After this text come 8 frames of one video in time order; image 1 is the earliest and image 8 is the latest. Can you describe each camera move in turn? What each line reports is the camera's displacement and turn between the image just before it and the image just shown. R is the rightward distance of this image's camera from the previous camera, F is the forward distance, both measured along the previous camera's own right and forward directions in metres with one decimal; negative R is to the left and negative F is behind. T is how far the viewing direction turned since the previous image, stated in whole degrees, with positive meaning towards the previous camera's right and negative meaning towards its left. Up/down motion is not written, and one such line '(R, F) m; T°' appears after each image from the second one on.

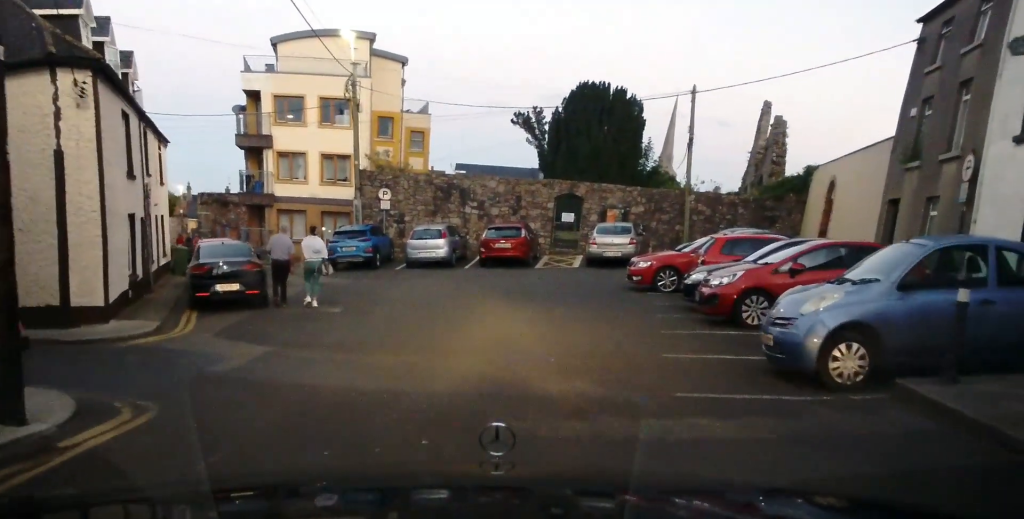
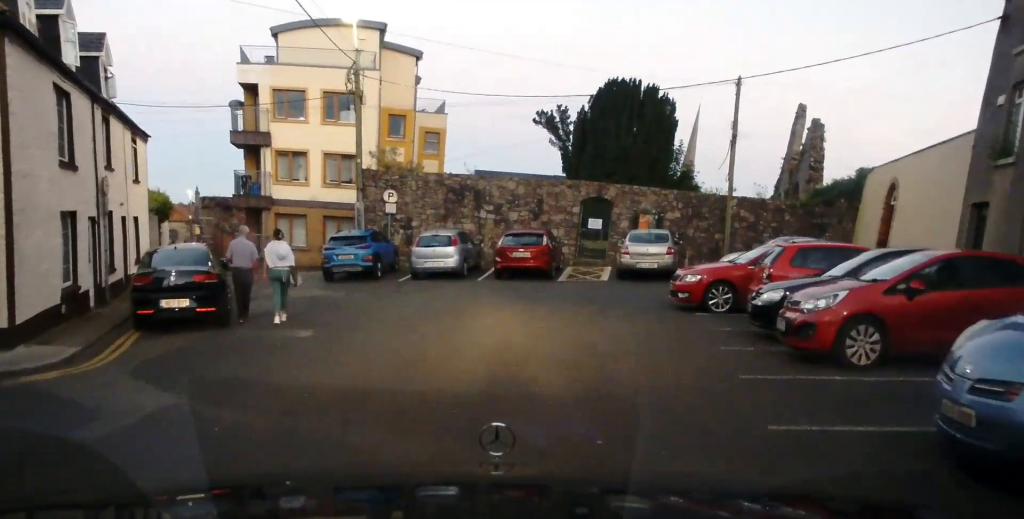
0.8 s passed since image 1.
(-0.2, +3.2) m; -10°
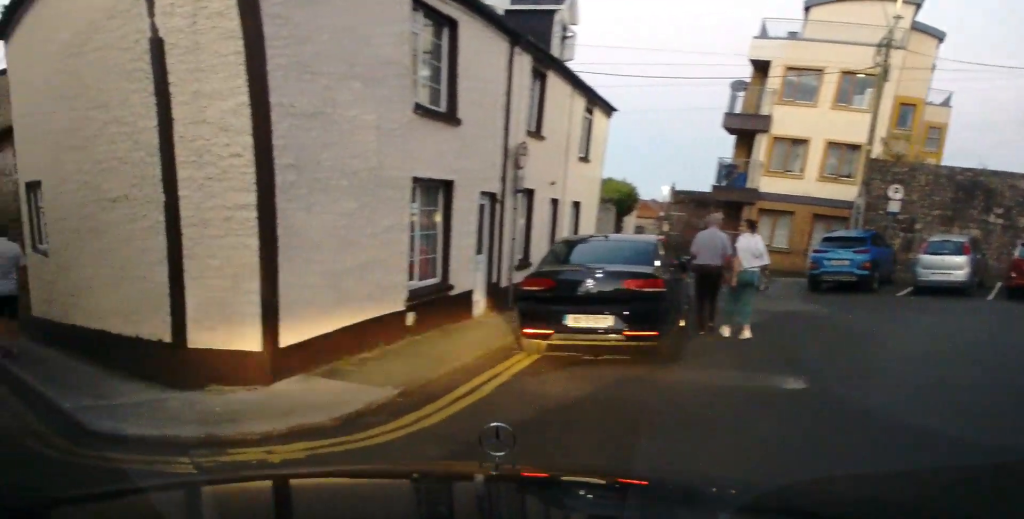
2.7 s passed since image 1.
(-1.4, +4.6) m; -41°
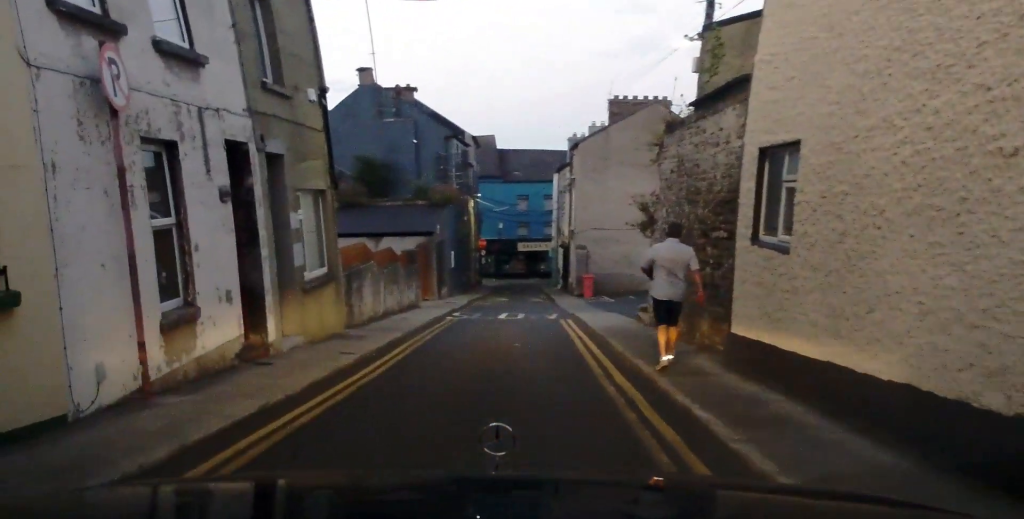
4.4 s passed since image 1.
(-1.5, +3.4) m; -41°
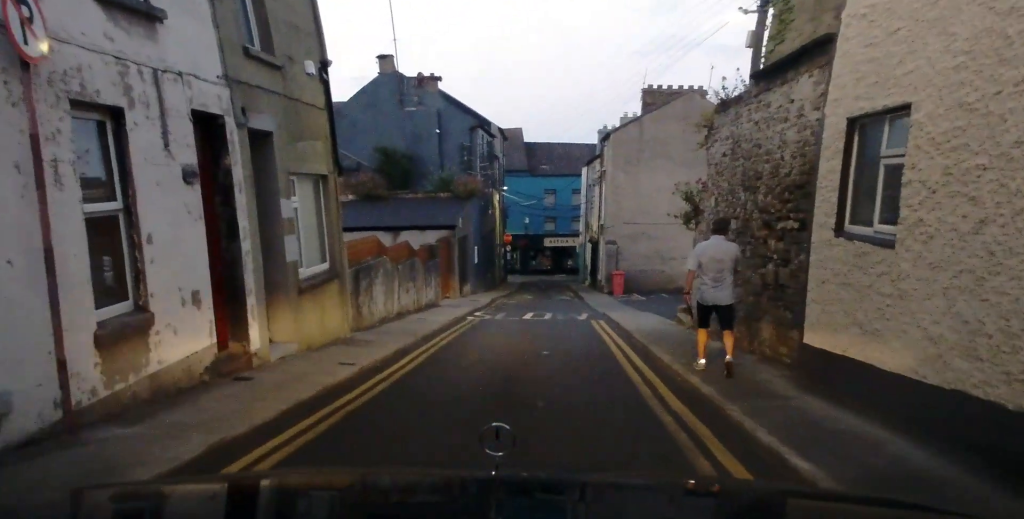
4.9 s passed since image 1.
(0.0, +1.7) m; +5°
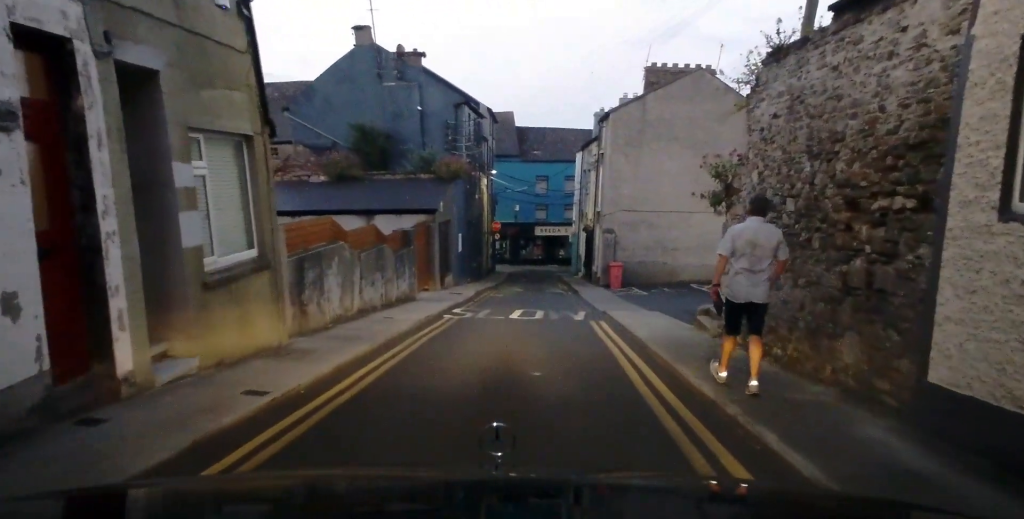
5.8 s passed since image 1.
(+0.2, +2.8) m; +6°
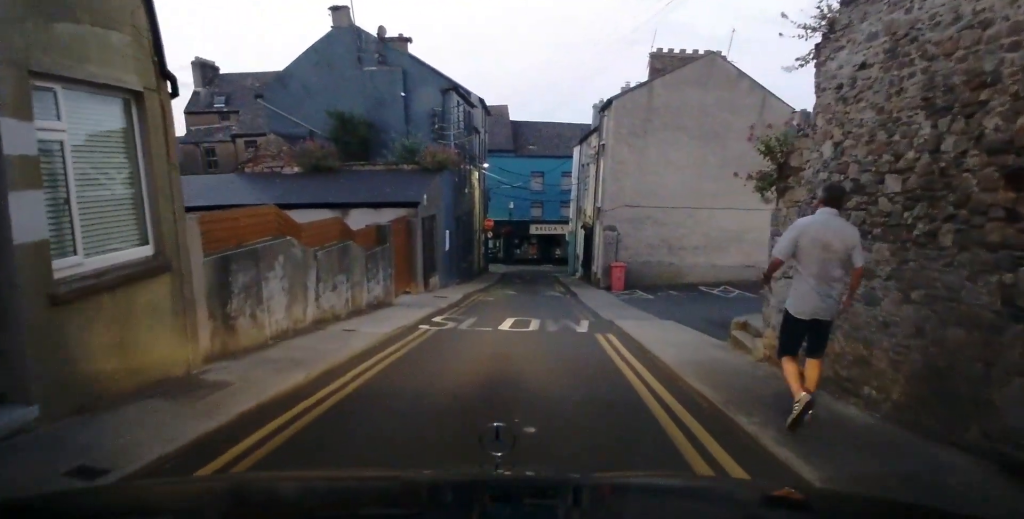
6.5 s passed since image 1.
(+0.3, +2.6) m; +1°
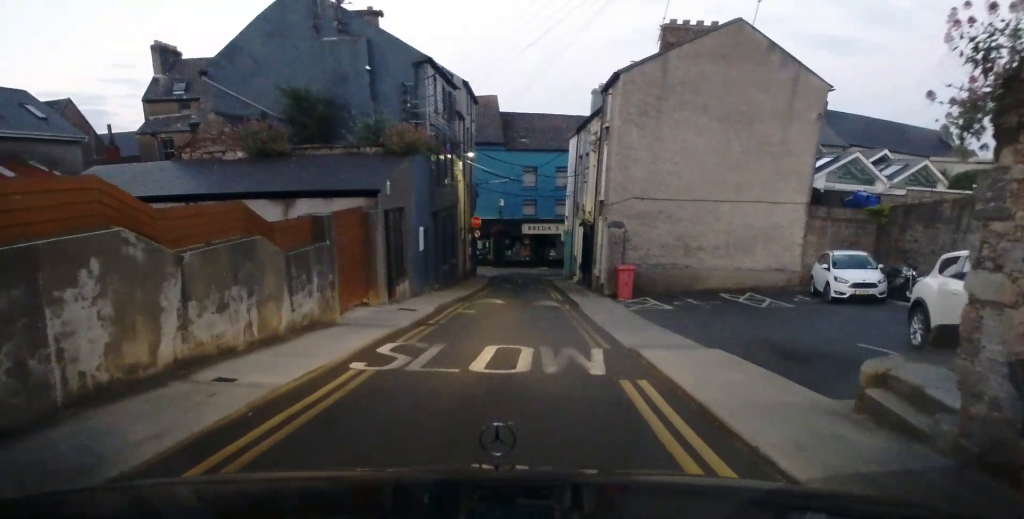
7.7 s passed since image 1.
(-0.3, +4.6) m; +1°
